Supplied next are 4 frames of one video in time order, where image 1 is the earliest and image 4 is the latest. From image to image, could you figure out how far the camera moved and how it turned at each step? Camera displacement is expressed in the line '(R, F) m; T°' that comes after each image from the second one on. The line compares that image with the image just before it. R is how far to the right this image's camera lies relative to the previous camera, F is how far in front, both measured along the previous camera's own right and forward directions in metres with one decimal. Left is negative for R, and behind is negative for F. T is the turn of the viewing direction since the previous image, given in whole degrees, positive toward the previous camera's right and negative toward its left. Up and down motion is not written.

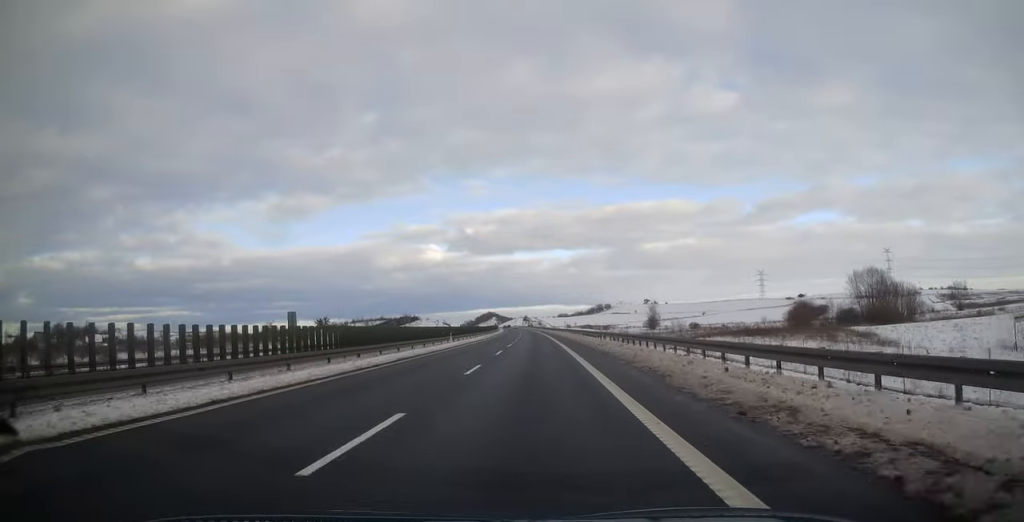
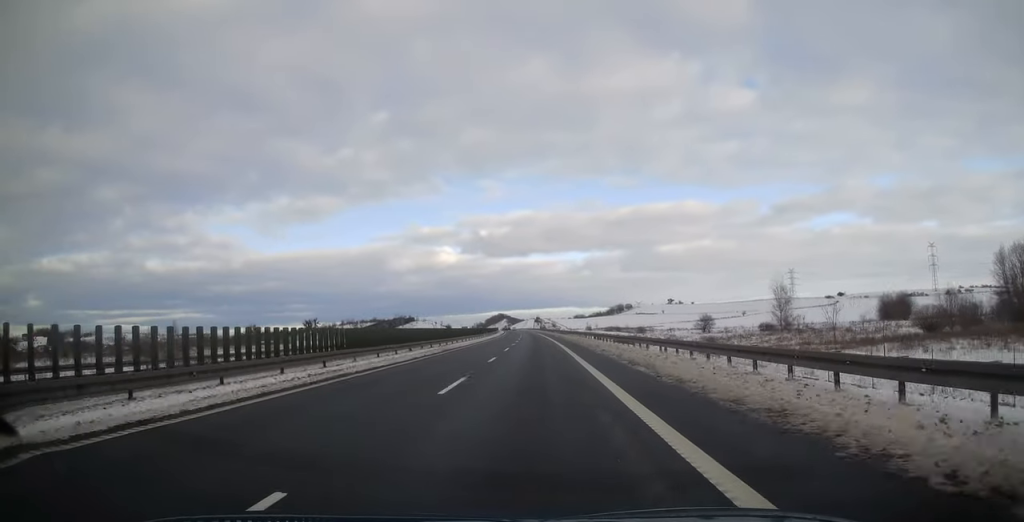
(-0.8, +64.5) m; -2°
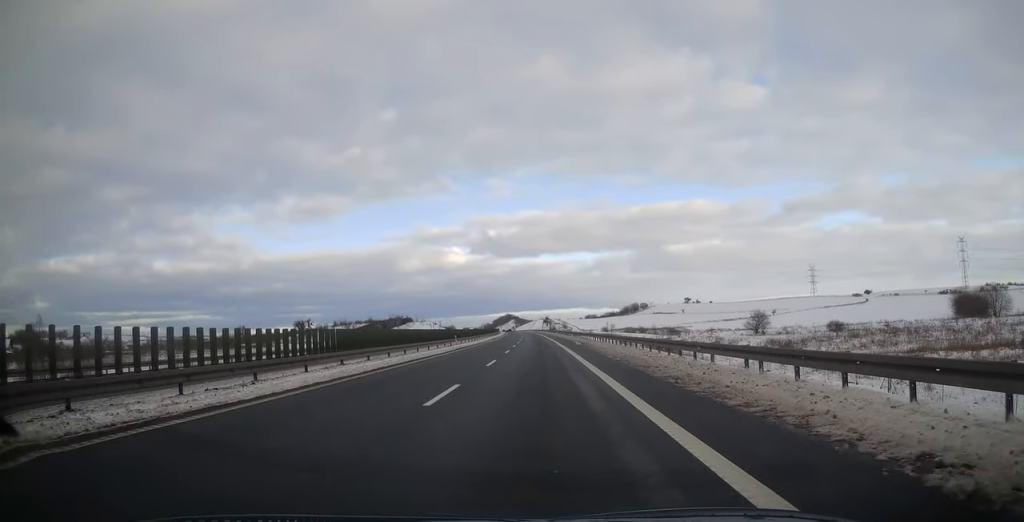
(-0.3, +38.1) m; -1°
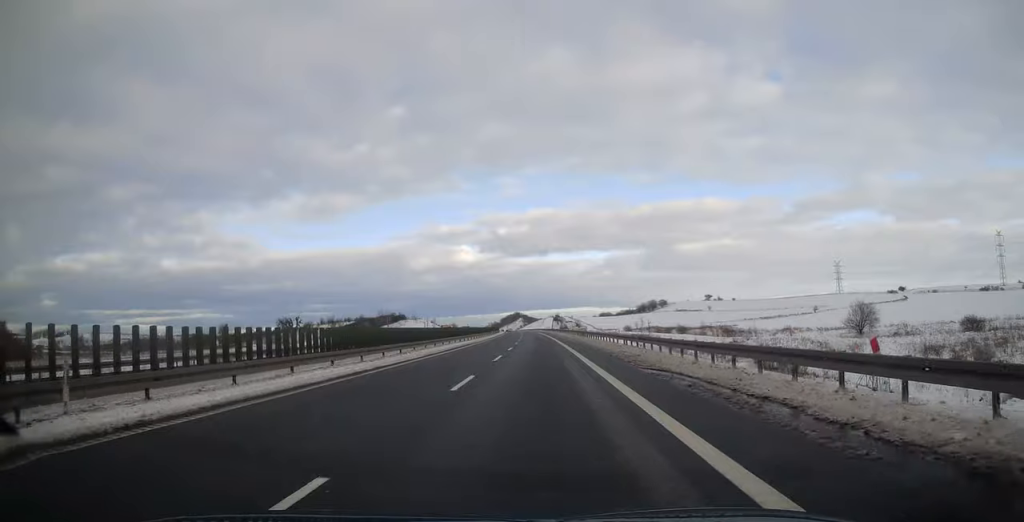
(-0.3, +45.5) m; 0°
